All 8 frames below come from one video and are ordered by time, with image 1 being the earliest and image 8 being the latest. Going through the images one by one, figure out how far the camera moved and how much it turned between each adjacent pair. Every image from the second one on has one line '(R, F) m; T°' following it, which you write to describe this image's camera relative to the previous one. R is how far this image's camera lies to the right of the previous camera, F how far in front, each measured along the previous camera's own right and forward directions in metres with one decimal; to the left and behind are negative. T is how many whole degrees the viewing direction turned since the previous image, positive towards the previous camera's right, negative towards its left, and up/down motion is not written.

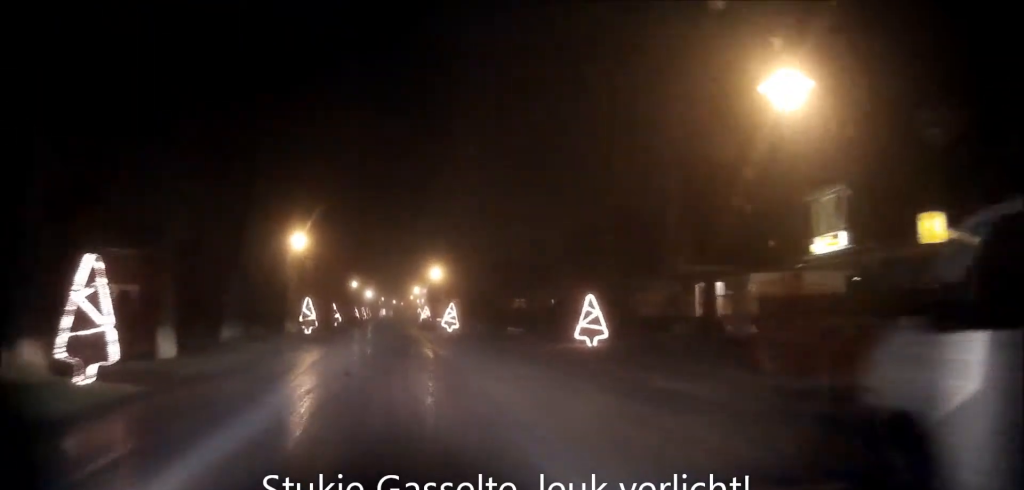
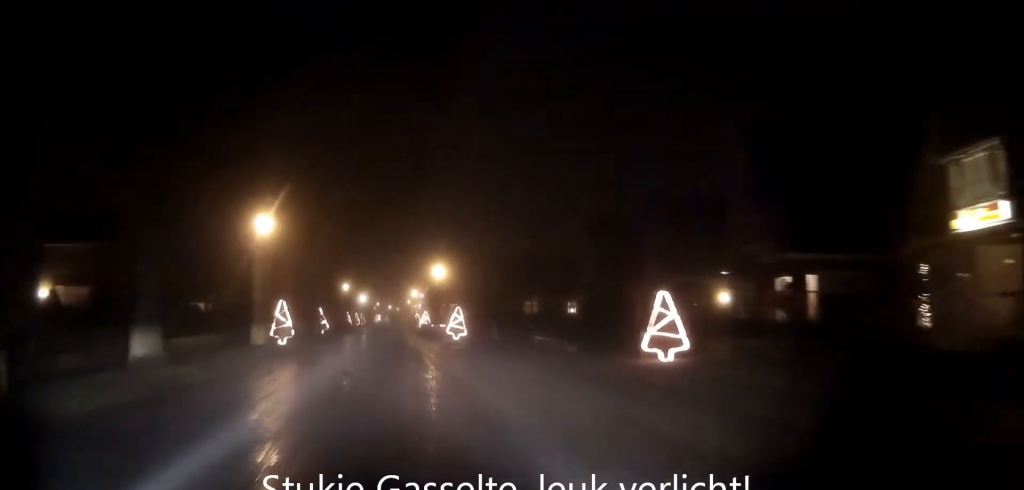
(0.0, +8.1) m; 0°
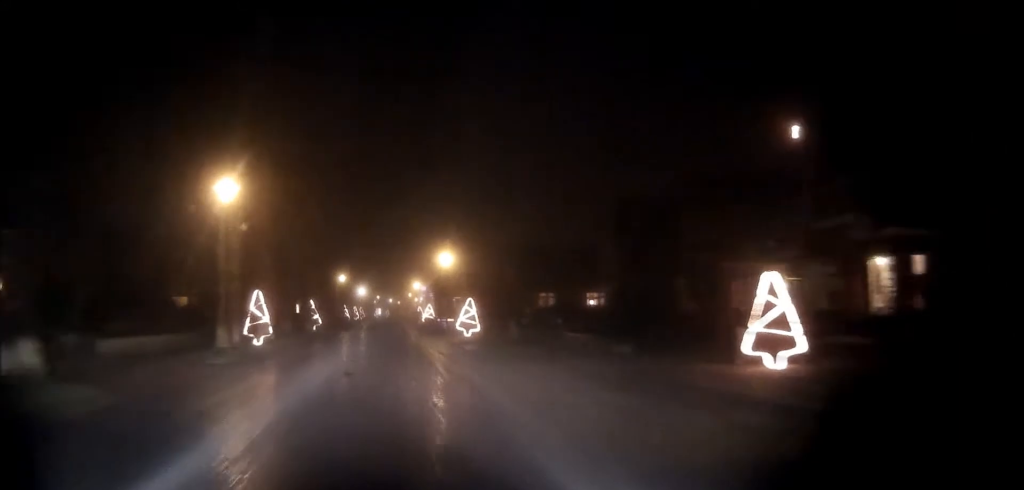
(0.0, +5.9) m; 0°
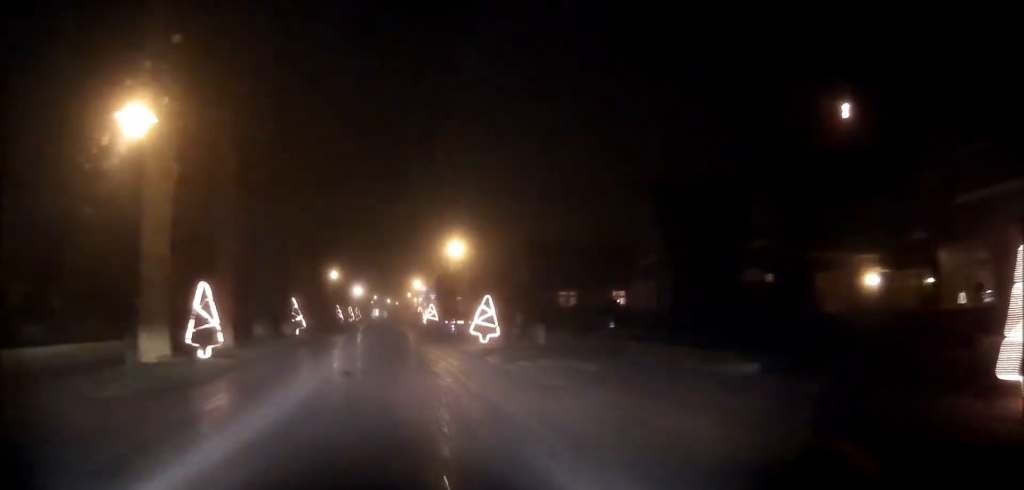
(0.0, +7.2) m; 0°
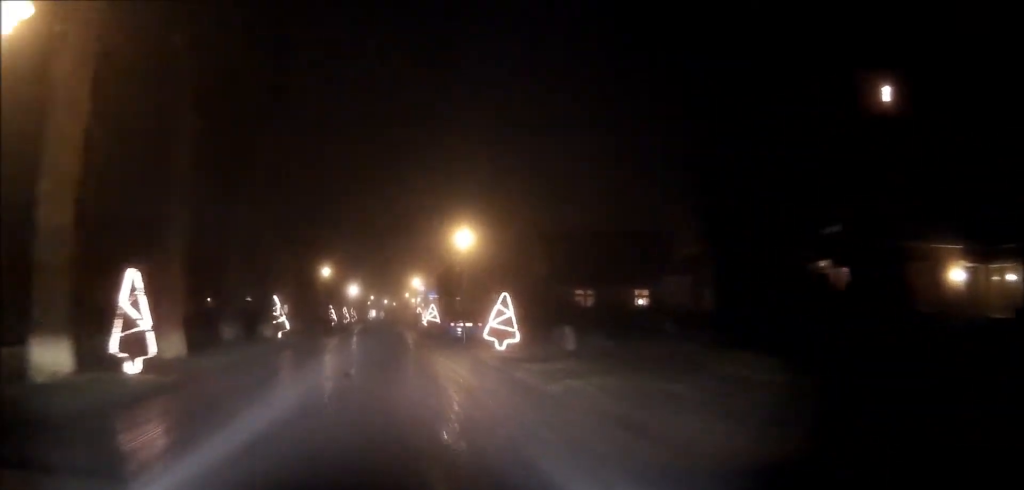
(0.0, +5.1) m; 0°
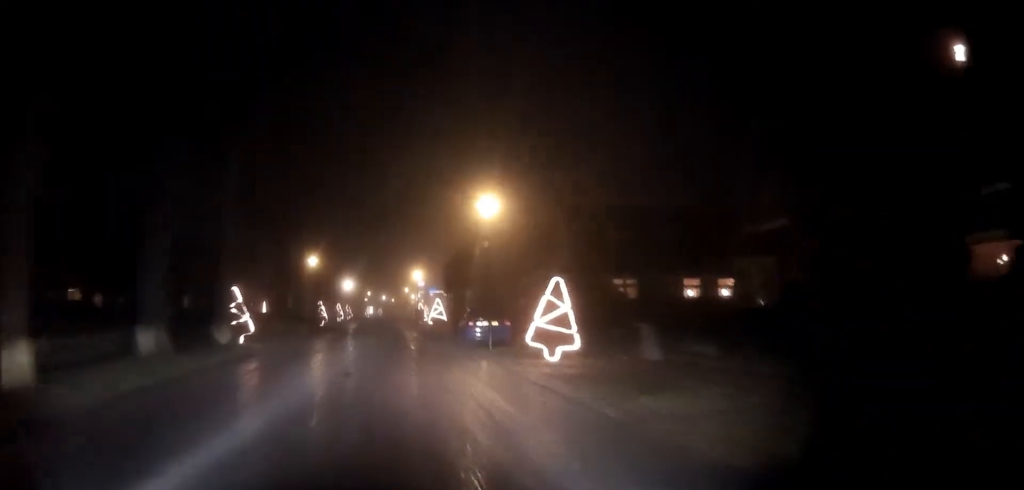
(0.0, +8.0) m; 0°
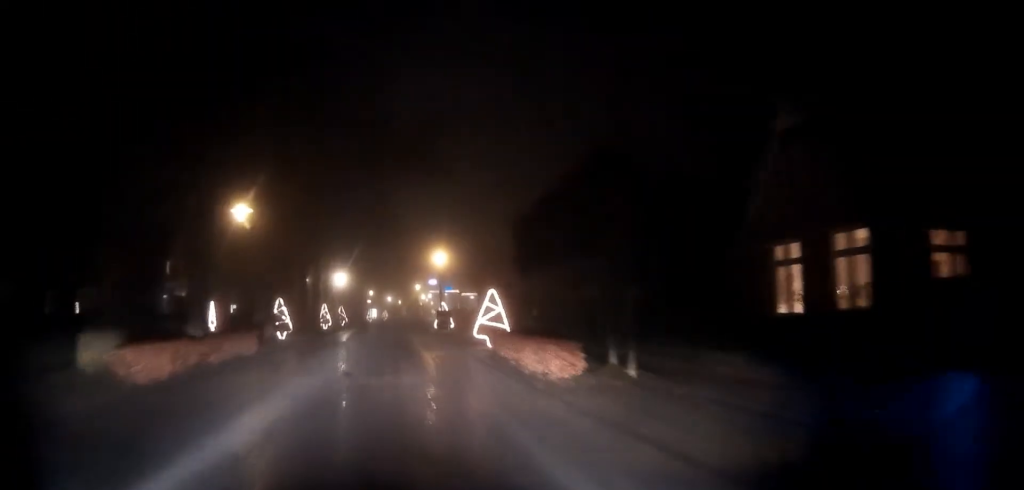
(-0.1, +24.8) m; 0°
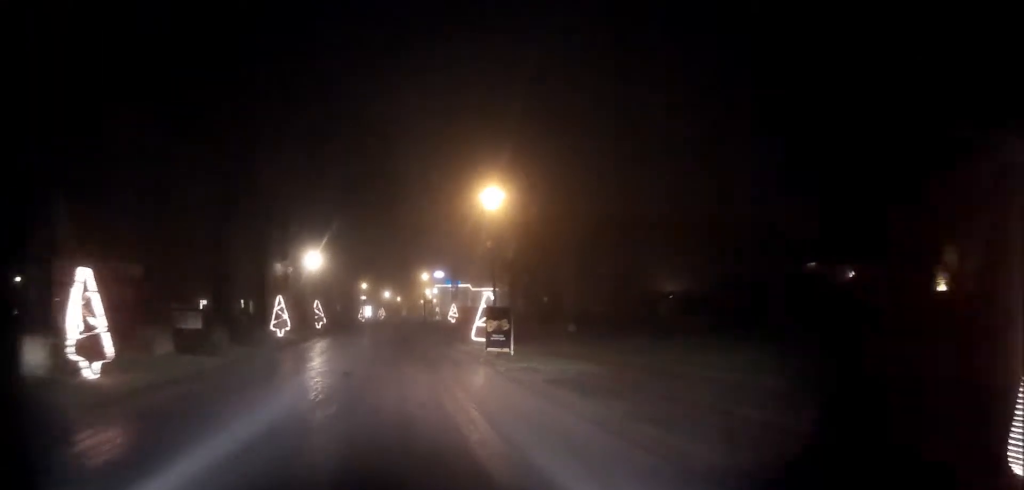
(-0.2, +23.1) m; 0°
